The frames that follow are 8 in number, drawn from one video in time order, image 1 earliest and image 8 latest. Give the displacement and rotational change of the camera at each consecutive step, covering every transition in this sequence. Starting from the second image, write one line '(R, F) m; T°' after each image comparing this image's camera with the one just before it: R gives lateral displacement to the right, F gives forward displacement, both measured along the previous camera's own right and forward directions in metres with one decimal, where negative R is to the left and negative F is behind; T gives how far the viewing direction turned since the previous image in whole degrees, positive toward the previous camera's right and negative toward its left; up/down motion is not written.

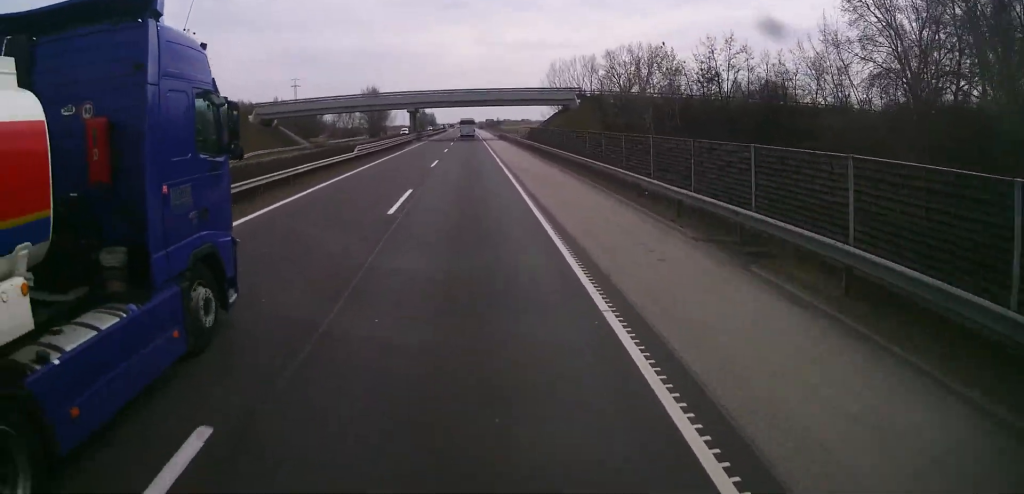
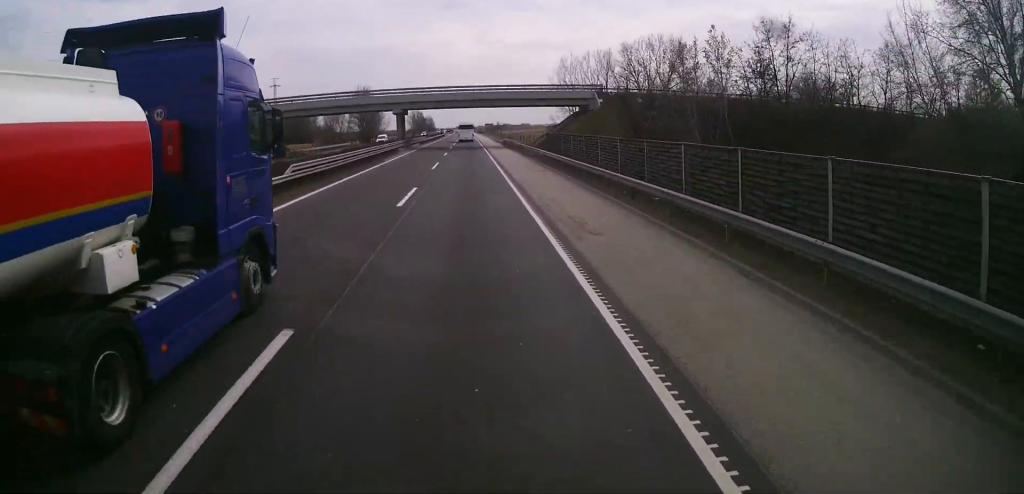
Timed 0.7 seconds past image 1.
(0.0, +15.5) m; +1°
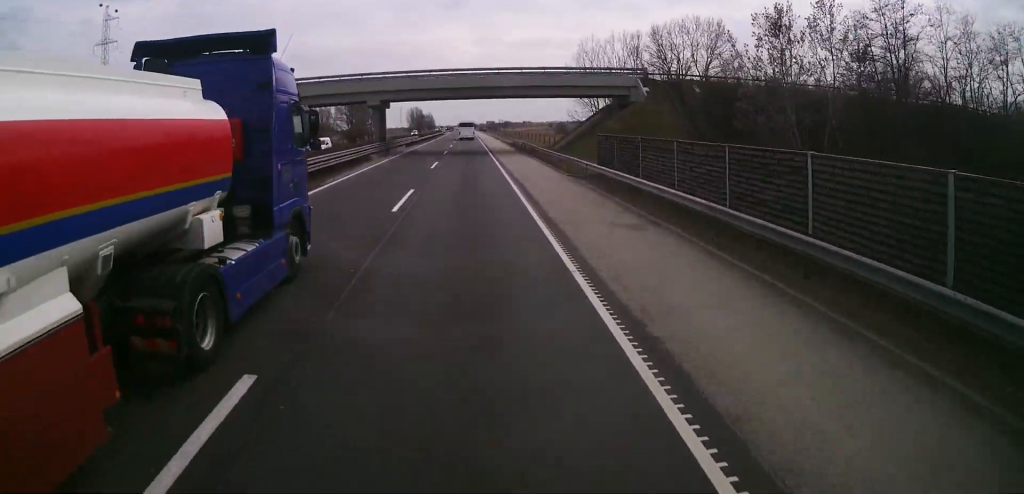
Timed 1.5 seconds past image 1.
(+0.2, +19.3) m; +1°
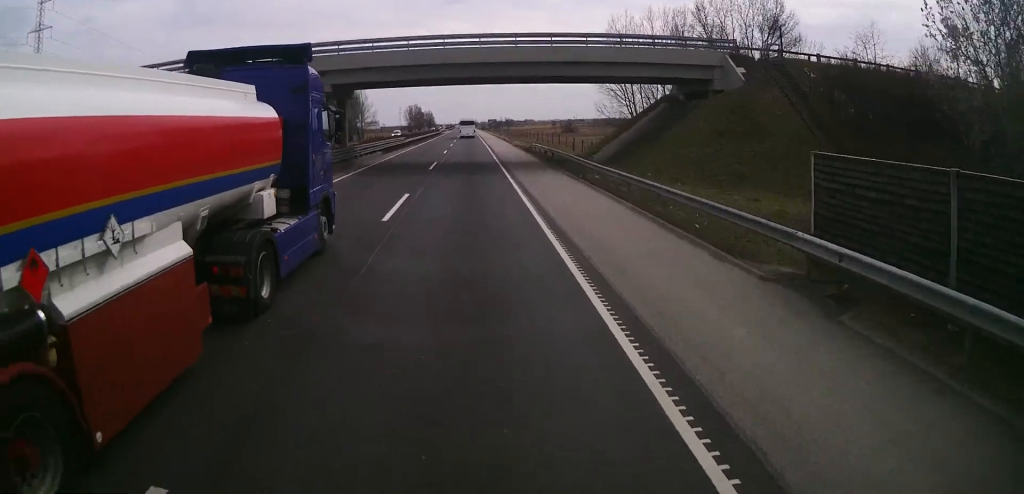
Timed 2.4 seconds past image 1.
(+0.1, +20.1) m; 0°
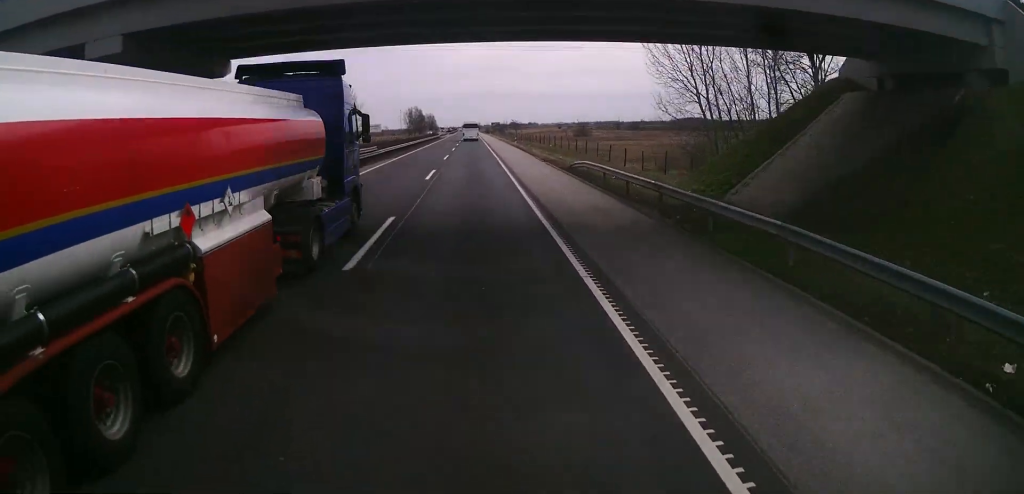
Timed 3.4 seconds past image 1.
(0.0, +23.3) m; 0°
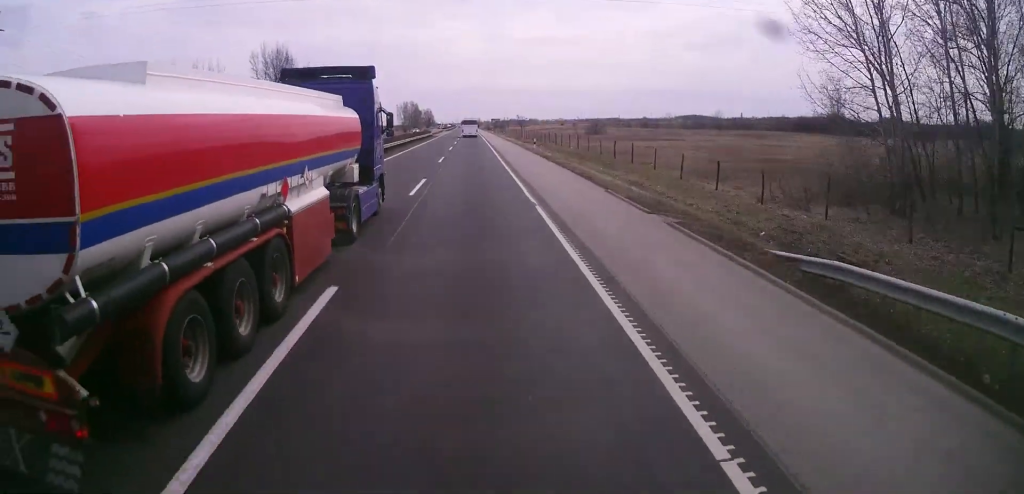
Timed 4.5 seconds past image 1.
(-0.2, +25.6) m; -1°
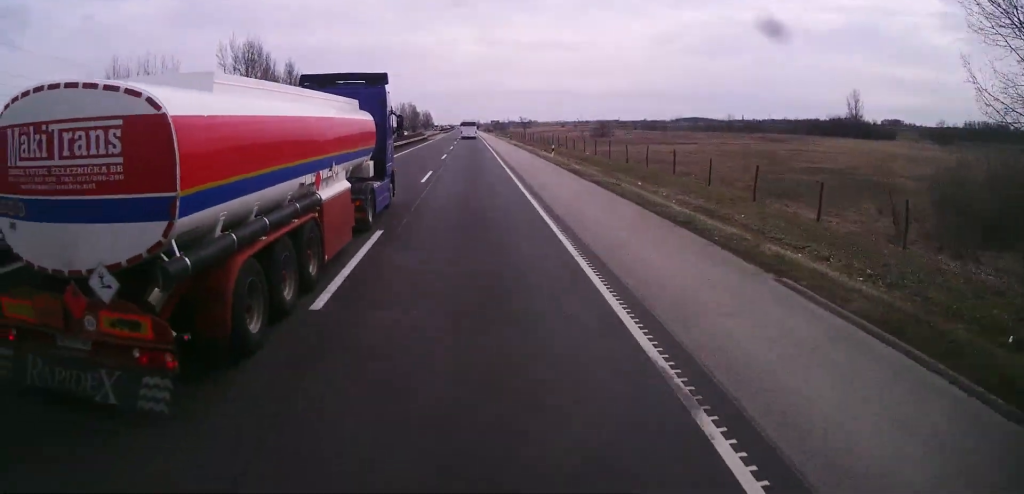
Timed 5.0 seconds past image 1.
(-0.1, +13.2) m; 0°
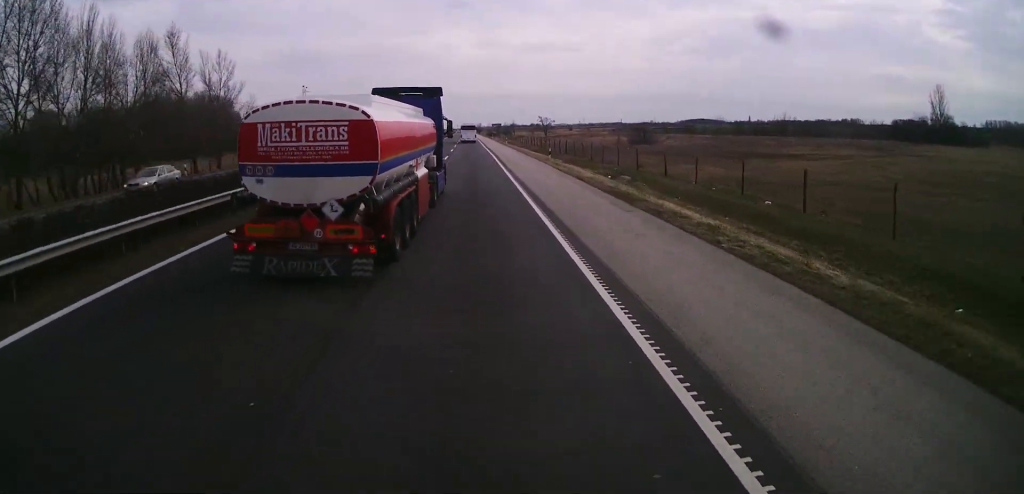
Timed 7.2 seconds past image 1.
(+1.1, +49.7) m; +2°
